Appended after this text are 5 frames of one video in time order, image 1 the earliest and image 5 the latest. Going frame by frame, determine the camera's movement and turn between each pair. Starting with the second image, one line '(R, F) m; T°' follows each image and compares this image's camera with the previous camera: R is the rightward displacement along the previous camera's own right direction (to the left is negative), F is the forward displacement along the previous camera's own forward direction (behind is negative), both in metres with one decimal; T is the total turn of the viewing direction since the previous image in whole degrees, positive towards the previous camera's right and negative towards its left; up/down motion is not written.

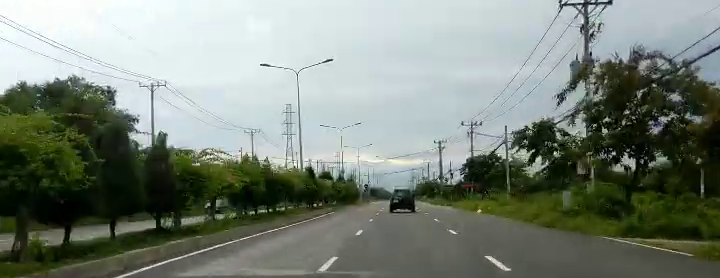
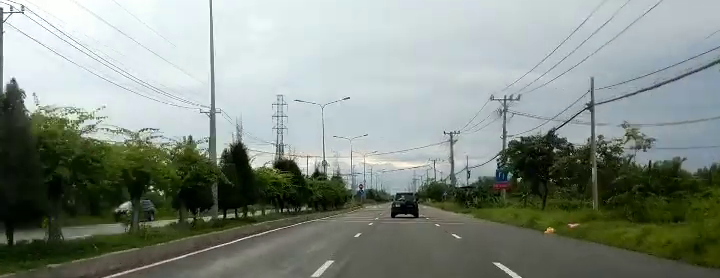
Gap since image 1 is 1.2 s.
(-0.2, +24.5) m; 0°
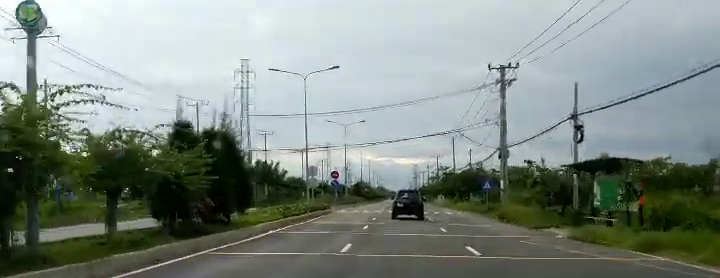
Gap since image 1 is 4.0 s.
(-1.2, +53.8) m; 0°
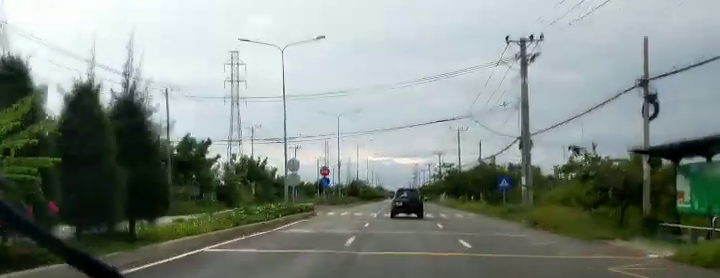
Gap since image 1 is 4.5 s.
(+0.1, +10.0) m; 0°
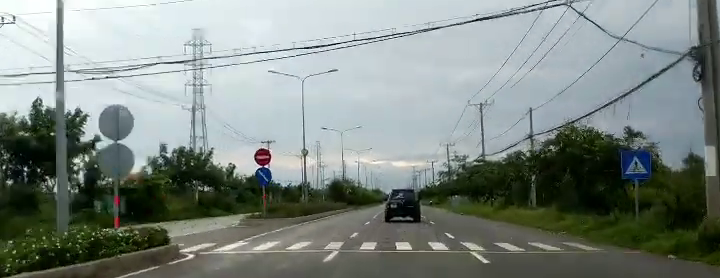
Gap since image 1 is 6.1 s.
(-0.1, +29.1) m; 0°
